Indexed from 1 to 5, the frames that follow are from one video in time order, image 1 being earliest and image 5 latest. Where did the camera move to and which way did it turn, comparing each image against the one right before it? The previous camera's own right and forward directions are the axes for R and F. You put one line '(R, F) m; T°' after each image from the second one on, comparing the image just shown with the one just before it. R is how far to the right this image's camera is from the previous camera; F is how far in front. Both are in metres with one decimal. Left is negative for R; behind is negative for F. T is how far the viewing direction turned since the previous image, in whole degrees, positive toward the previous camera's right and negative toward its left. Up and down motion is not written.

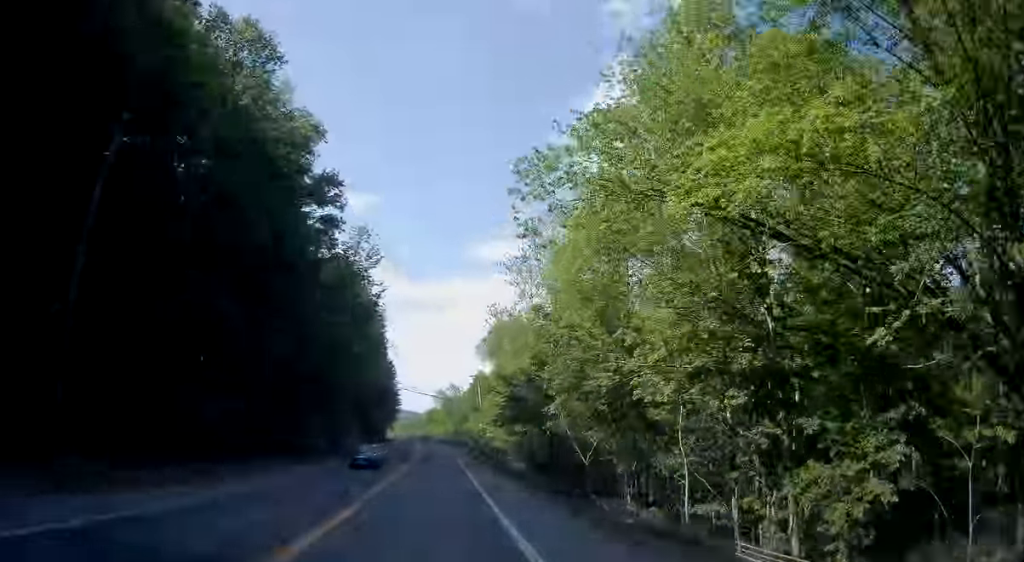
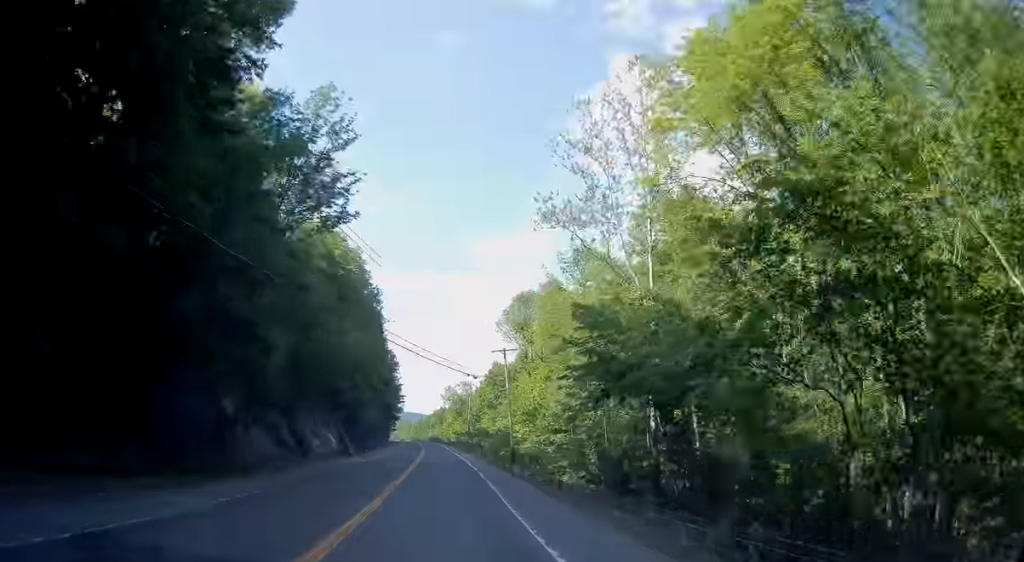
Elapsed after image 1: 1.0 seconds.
(-0.3, +25.4) m; -1°
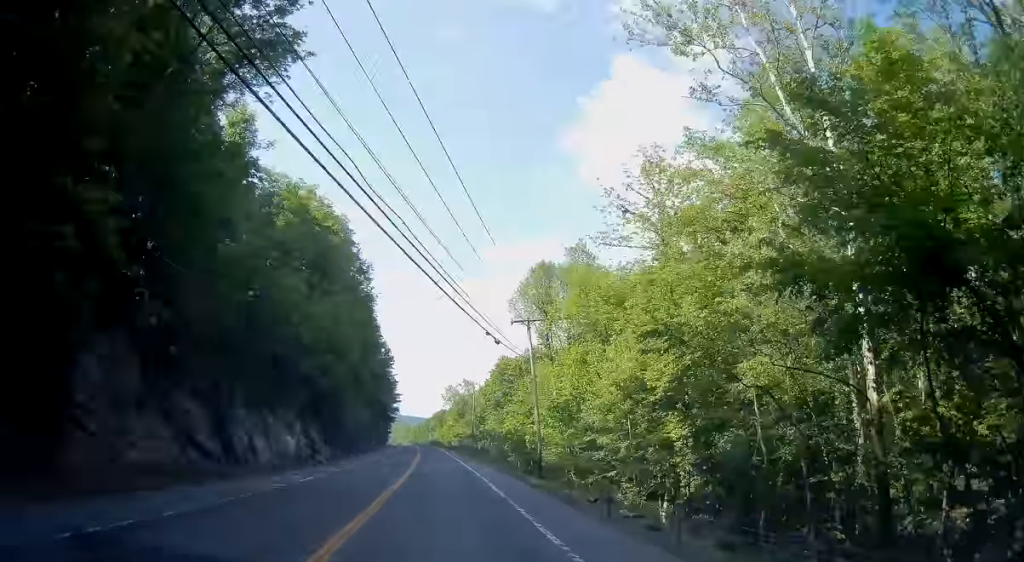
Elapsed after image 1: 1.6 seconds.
(-0.1, +16.5) m; -1°
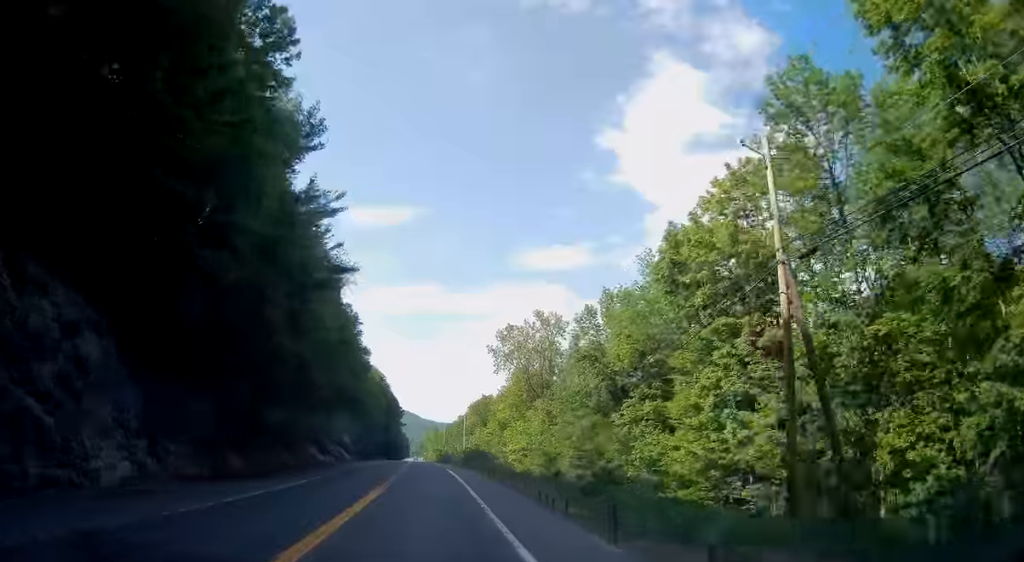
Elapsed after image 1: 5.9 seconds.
(-1.8, +109.4) m; -2°
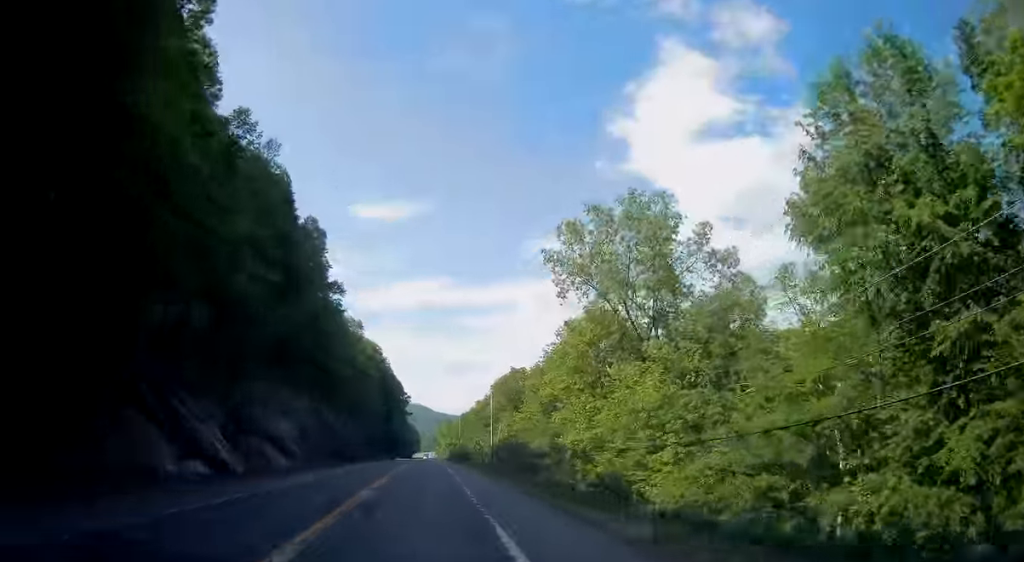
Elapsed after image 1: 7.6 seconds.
(-0.8, +40.9) m; -2°
